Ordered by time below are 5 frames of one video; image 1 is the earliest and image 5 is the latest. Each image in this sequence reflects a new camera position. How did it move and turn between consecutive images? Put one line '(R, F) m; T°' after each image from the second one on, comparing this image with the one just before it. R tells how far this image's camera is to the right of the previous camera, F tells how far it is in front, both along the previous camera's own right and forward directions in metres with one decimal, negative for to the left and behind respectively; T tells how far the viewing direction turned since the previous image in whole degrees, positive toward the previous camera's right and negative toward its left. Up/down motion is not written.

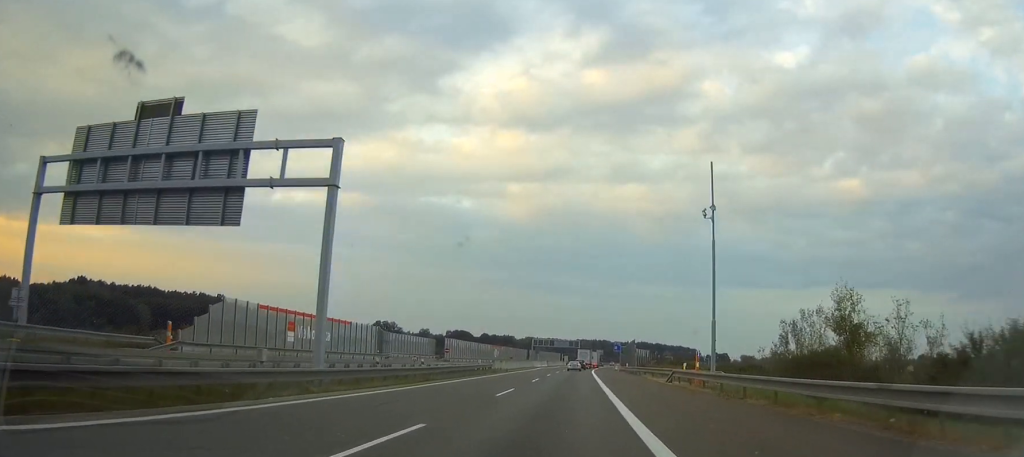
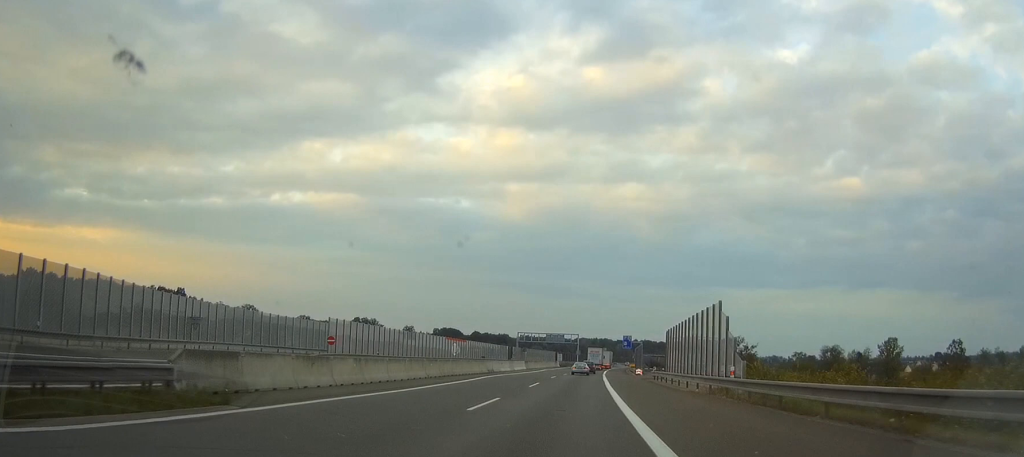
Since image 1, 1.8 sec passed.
(+0.1, +58.6) m; 0°
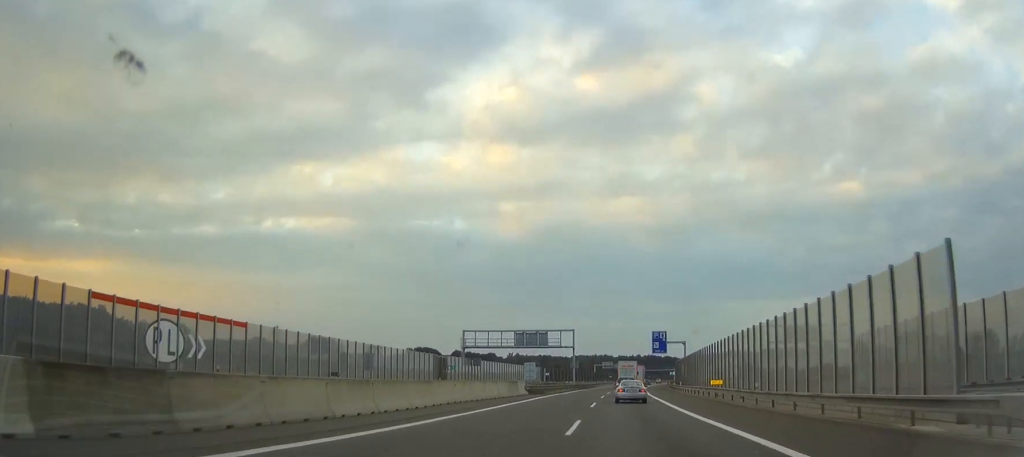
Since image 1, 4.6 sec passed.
(+0.1, +90.2) m; 0°
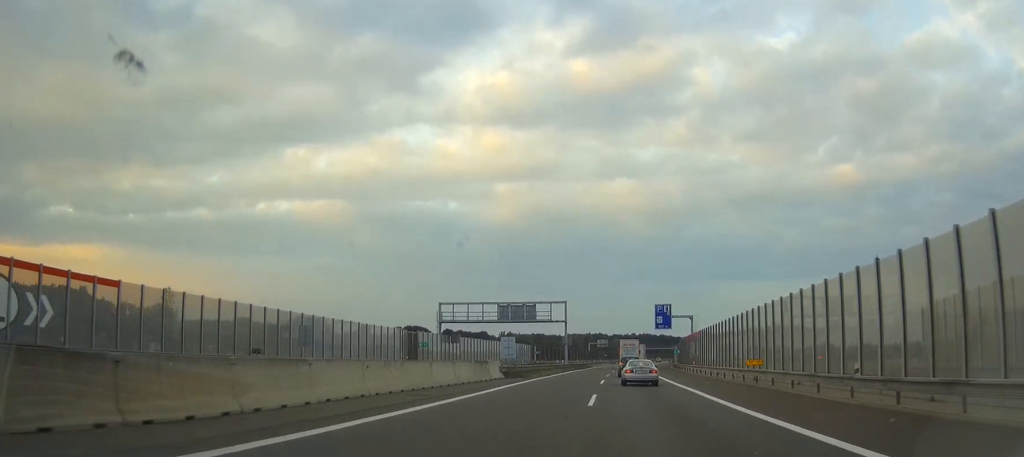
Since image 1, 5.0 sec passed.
(0.0, +14.2) m; 0°
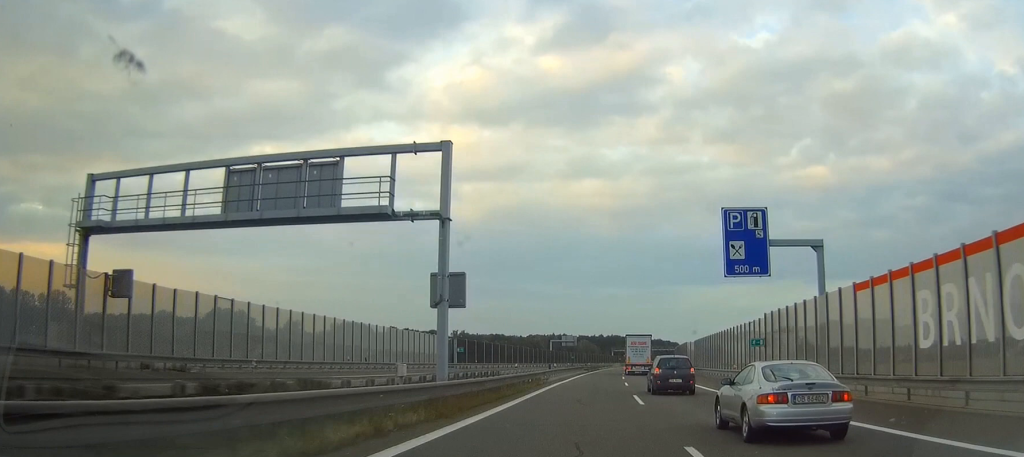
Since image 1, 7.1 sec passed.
(+0.8, +68.0) m; +2°
